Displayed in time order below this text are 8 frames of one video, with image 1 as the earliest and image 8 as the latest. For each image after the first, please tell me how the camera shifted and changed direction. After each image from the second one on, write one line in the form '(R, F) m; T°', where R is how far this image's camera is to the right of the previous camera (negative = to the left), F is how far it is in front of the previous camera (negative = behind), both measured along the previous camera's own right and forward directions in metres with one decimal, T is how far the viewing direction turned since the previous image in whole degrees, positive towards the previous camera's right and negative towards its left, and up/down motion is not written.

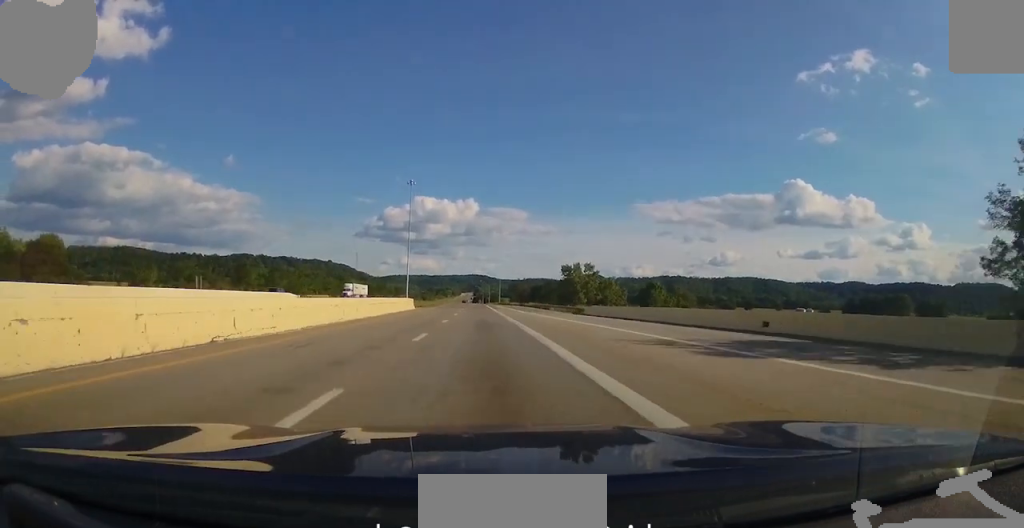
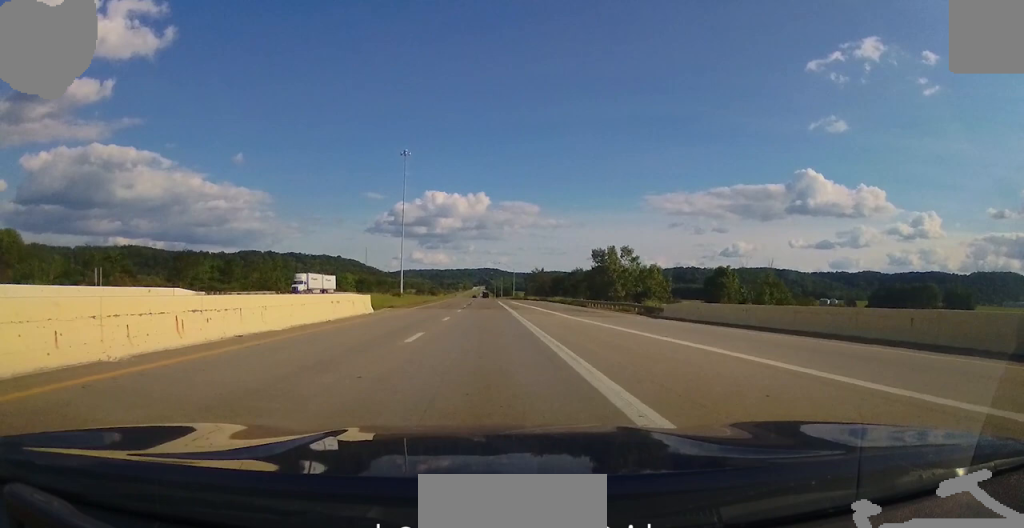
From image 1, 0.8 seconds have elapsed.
(0.0, +27.3) m; -1°
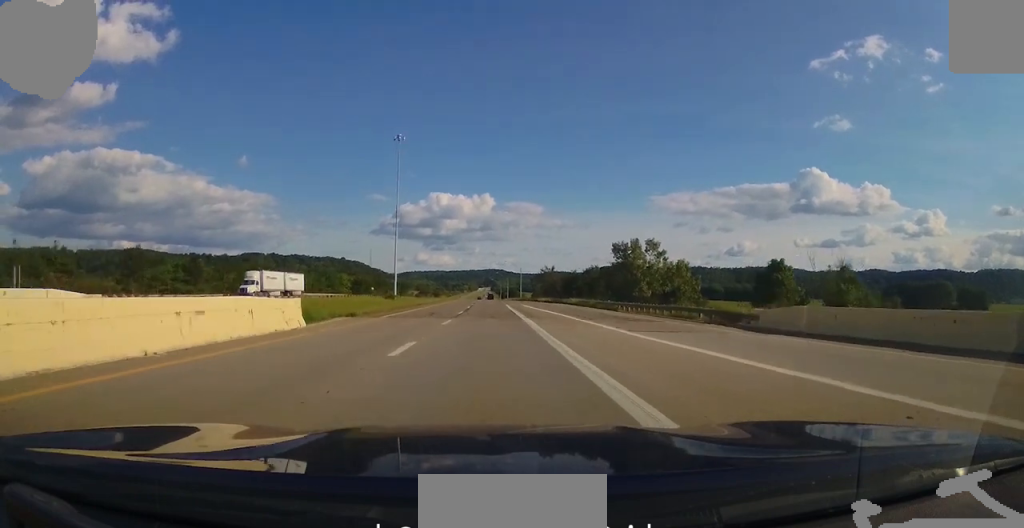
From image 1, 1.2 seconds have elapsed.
(-0.1, +14.1) m; -1°
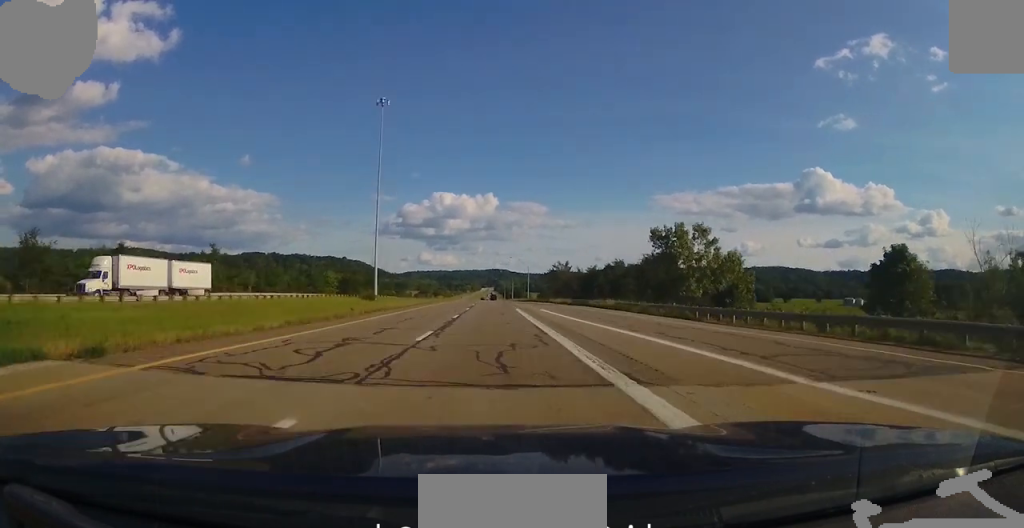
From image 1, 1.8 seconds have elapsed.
(-0.1, +21.0) m; -1°
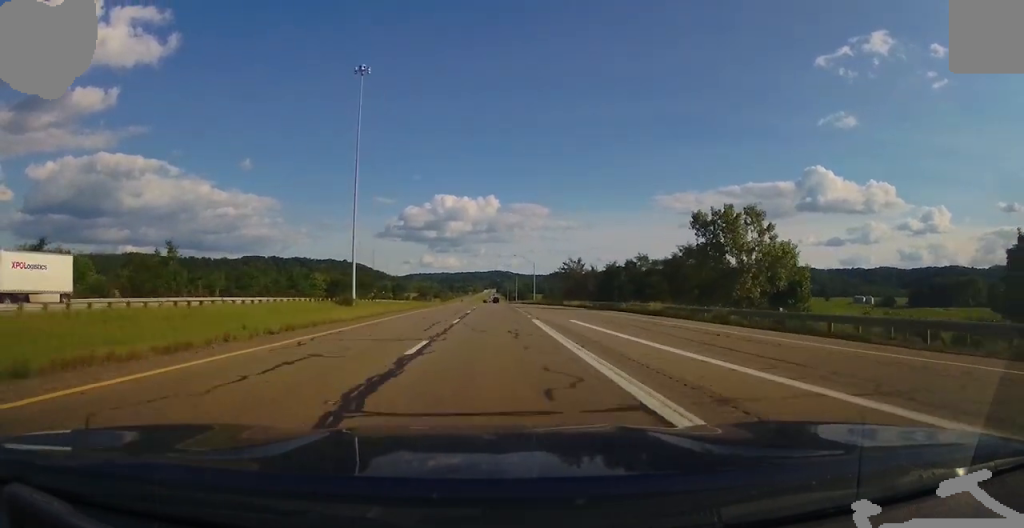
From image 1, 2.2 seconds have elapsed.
(-0.2, +14.9) m; 0°
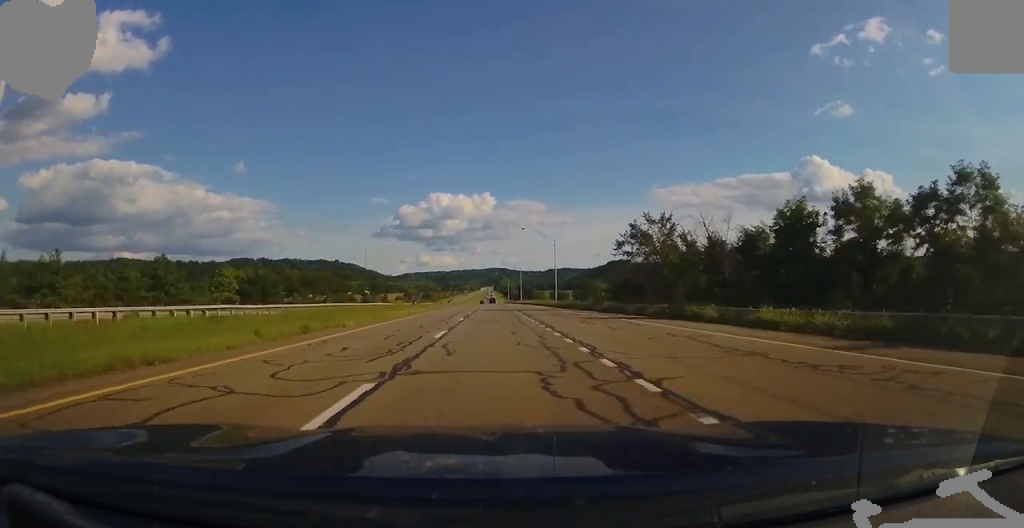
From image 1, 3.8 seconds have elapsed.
(+0.4, +55.9) m; 0°
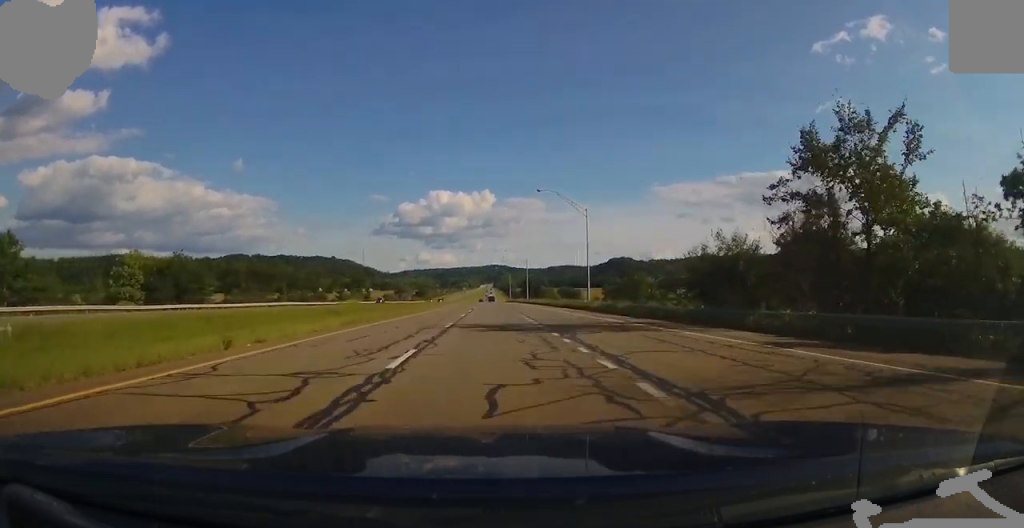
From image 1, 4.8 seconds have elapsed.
(-0.3, +31.8) m; 0°
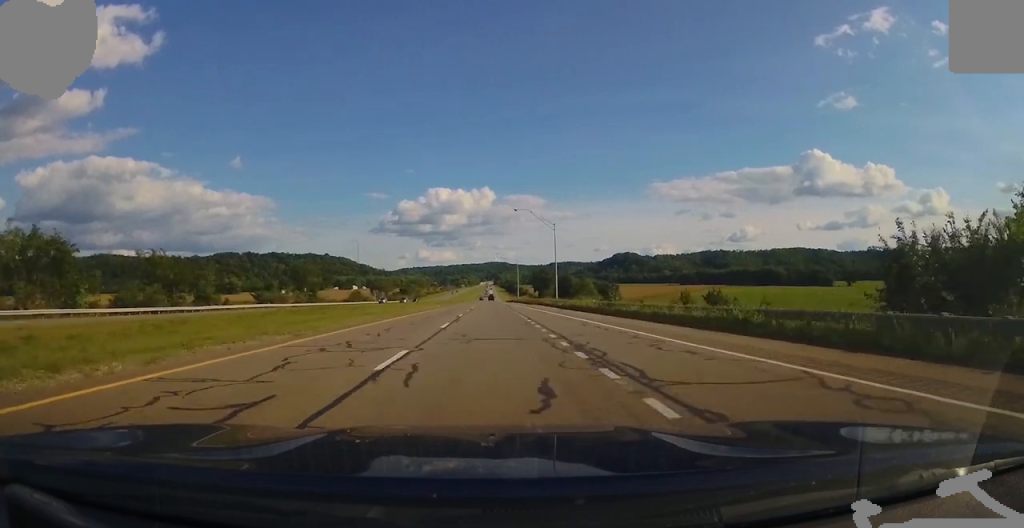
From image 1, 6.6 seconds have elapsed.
(+0.1, +60.9) m; 0°
